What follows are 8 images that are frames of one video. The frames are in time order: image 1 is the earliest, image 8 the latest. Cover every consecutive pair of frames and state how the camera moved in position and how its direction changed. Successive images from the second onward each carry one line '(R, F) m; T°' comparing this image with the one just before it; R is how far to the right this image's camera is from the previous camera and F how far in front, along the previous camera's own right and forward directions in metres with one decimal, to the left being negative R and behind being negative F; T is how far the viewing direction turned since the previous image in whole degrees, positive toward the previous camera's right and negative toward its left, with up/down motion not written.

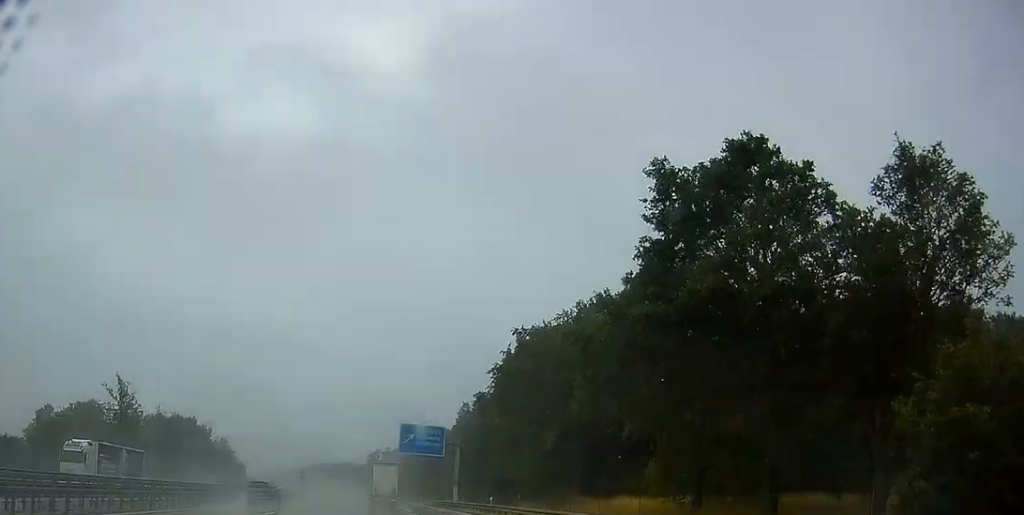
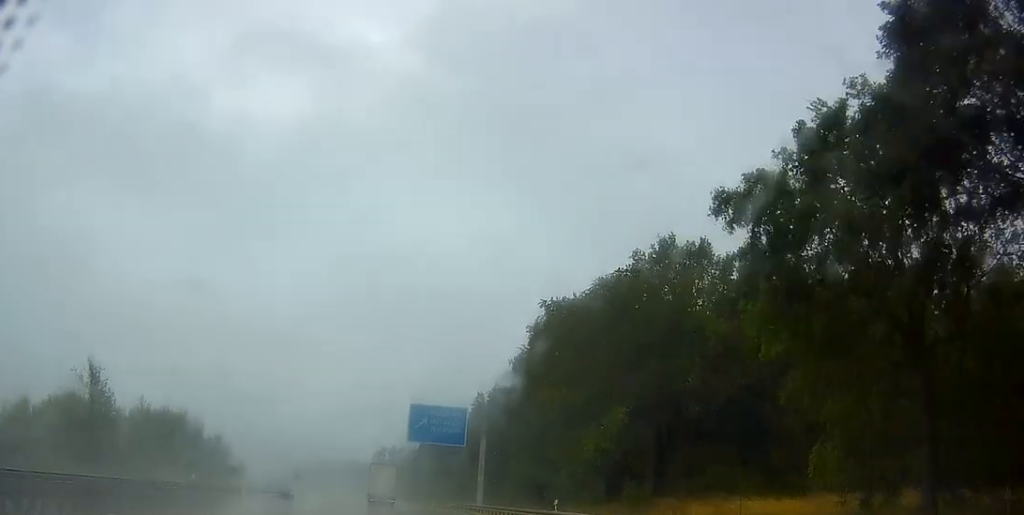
(-0.1, +16.4) m; -1°
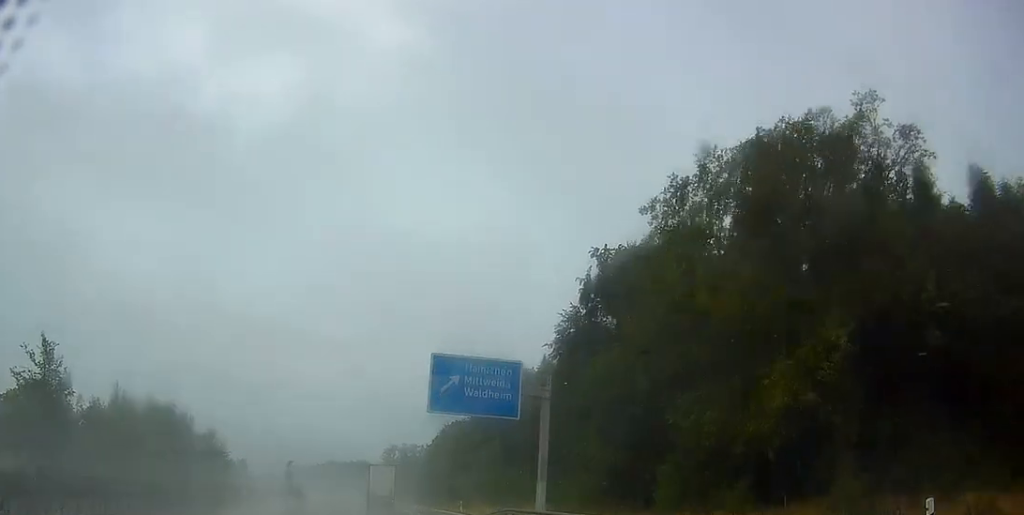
(-0.1, +21.0) m; -1°
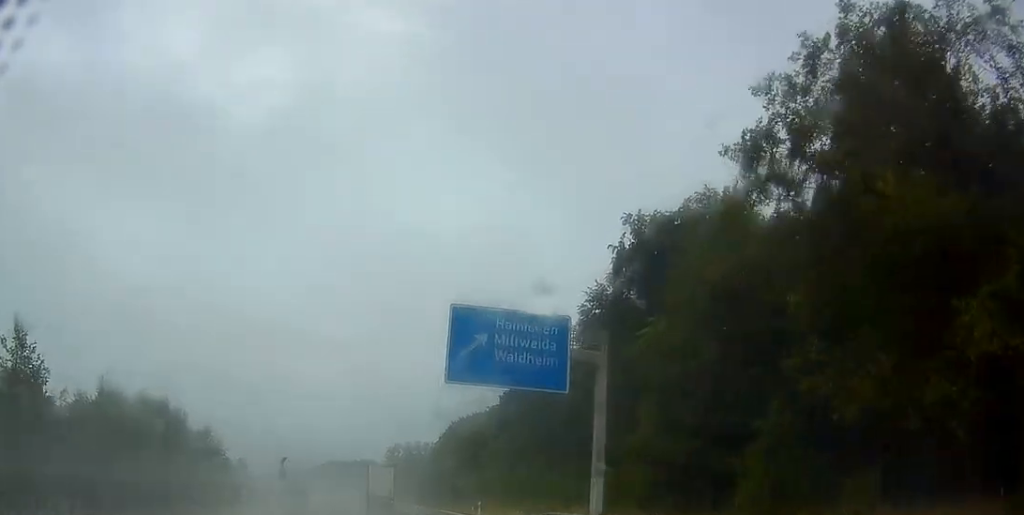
(0.0, +9.8) m; 0°
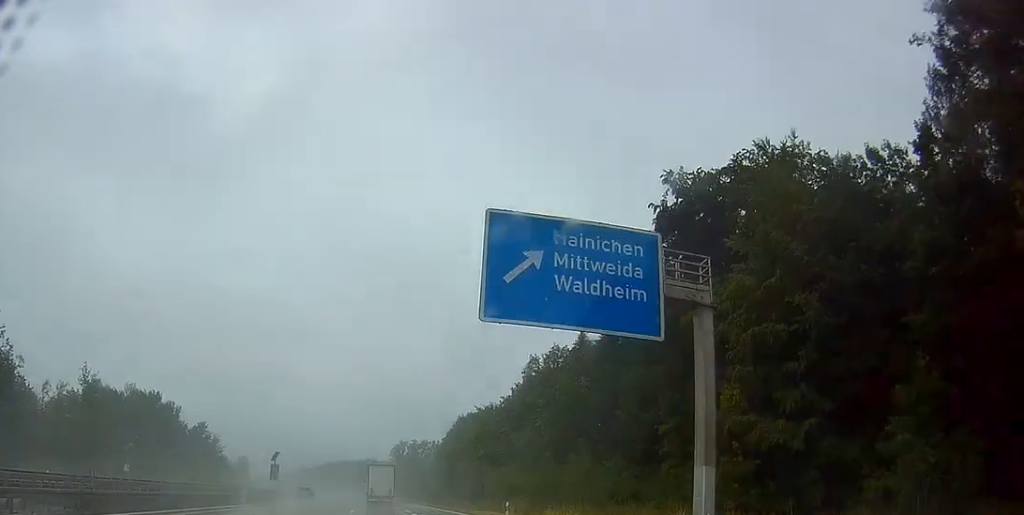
(0.0, +9.8) m; 0°
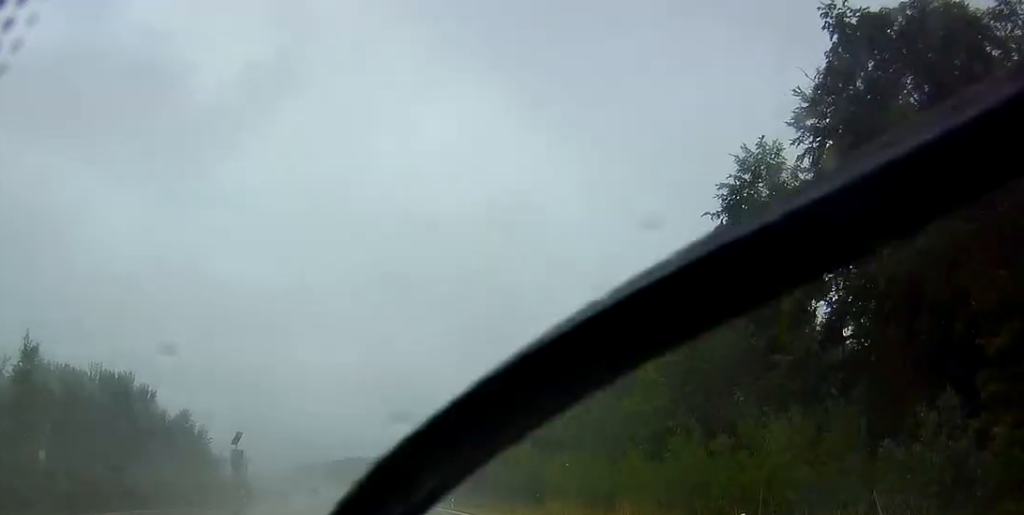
(-0.3, +25.9) m; -1°
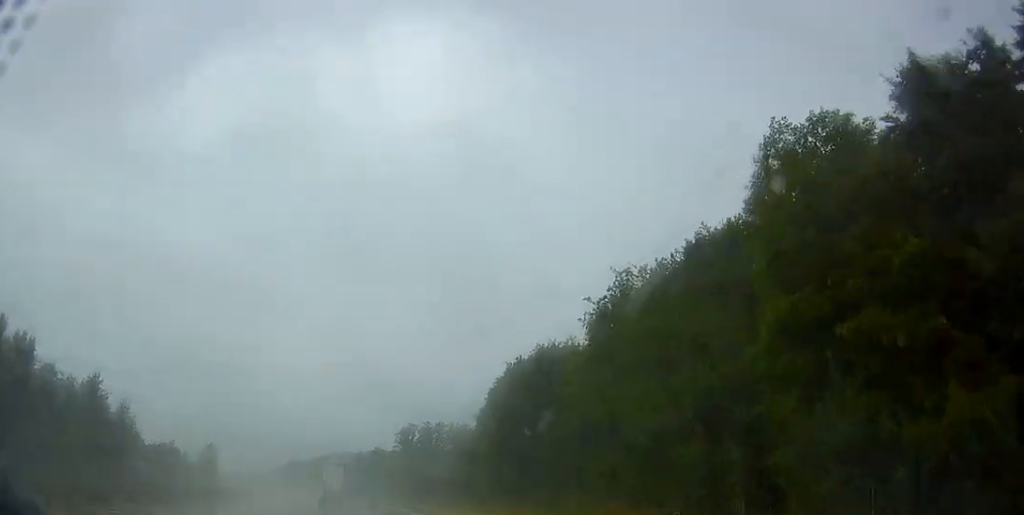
(+0.2, +53.5) m; 0°
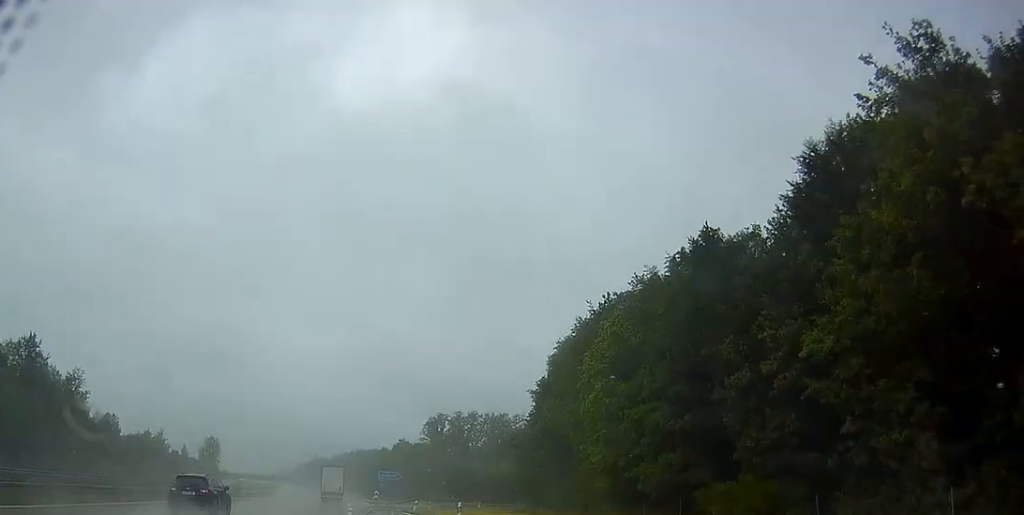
(-0.7, +34.0) m; -3°
